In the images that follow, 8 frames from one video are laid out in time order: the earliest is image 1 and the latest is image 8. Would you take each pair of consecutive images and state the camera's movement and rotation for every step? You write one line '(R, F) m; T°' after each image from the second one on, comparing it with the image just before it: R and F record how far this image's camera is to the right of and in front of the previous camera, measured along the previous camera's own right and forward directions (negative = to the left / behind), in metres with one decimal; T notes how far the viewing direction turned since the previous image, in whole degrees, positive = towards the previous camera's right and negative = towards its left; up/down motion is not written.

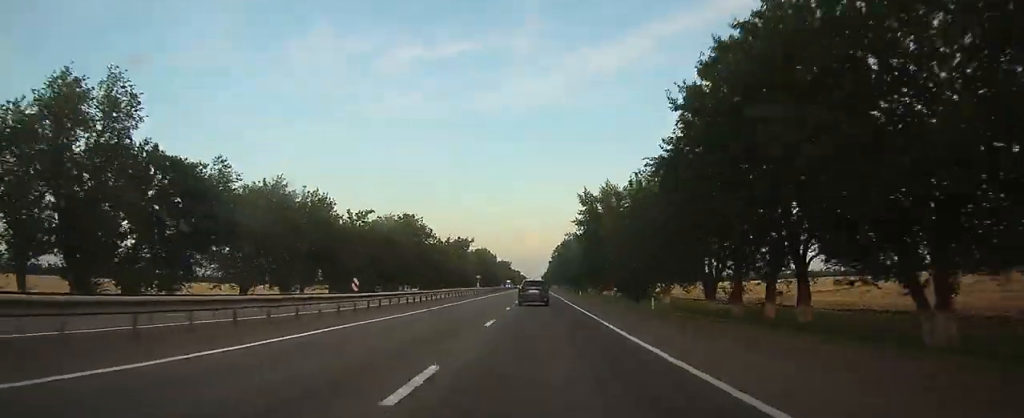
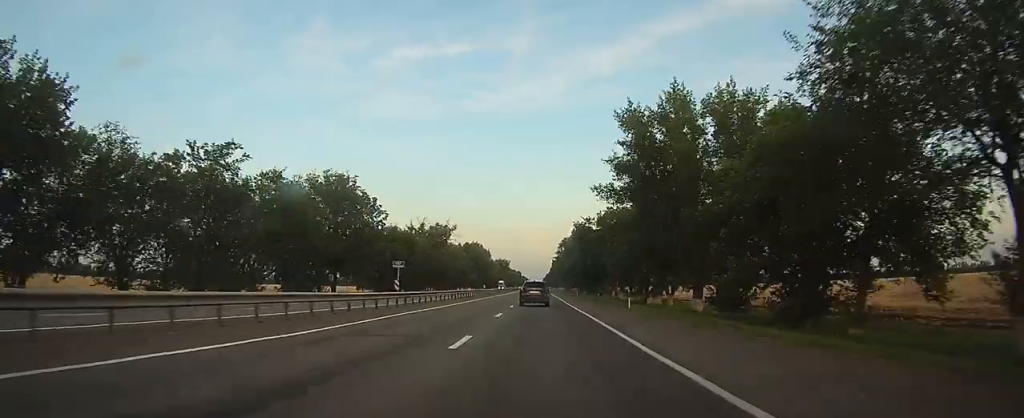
(+0.1, +42.0) m; 0°
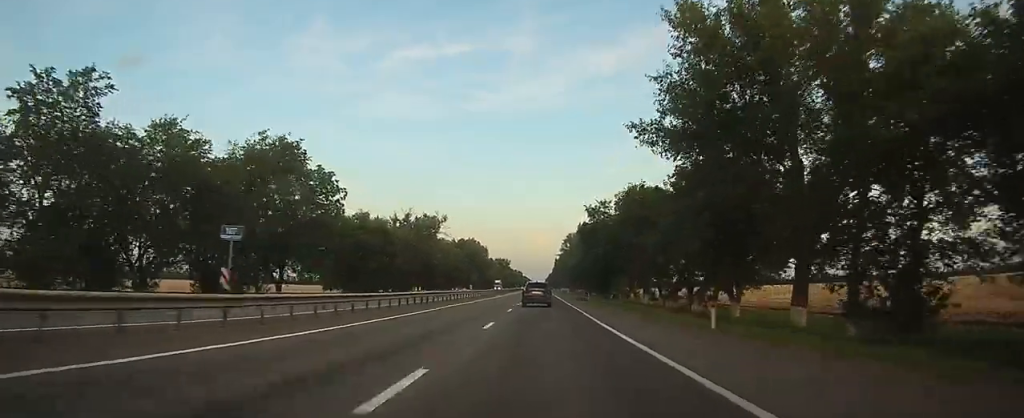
(0.0, +17.7) m; 0°
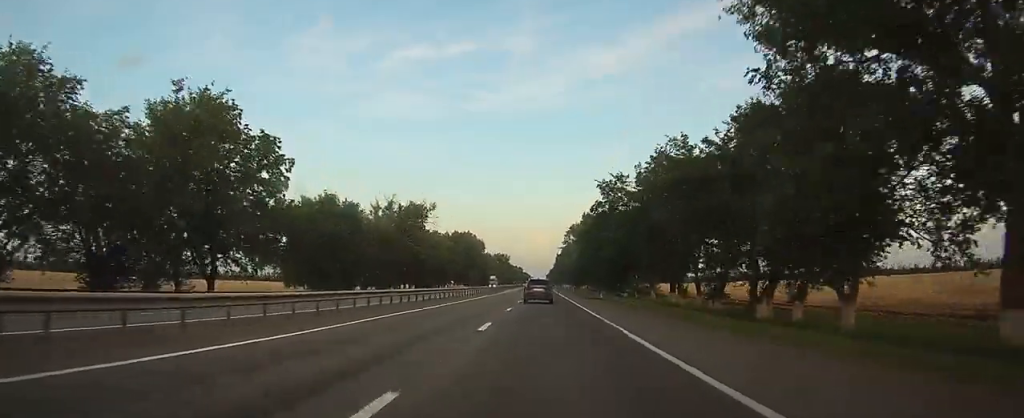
(0.0, +13.8) m; 0°
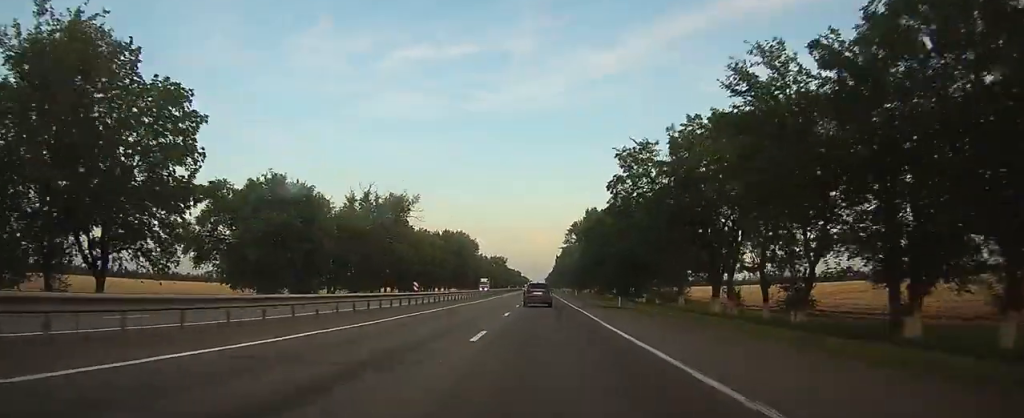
(0.0, +13.8) m; 0°
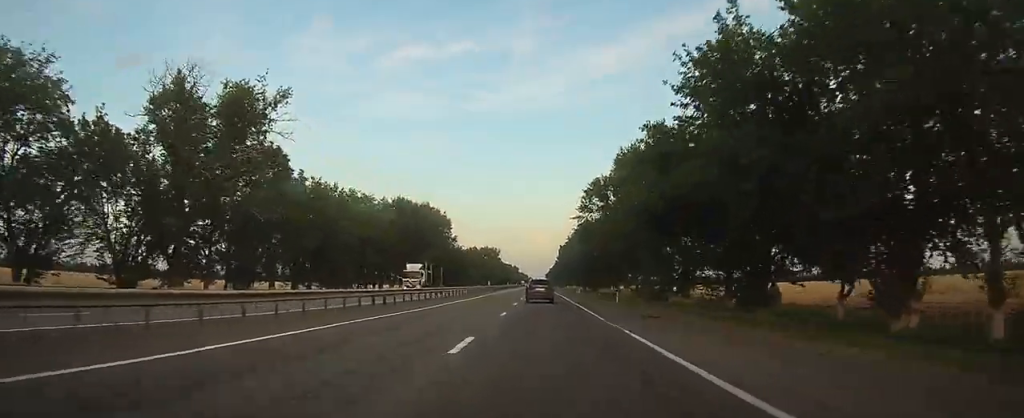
(-0.5, +50.9) m; -1°
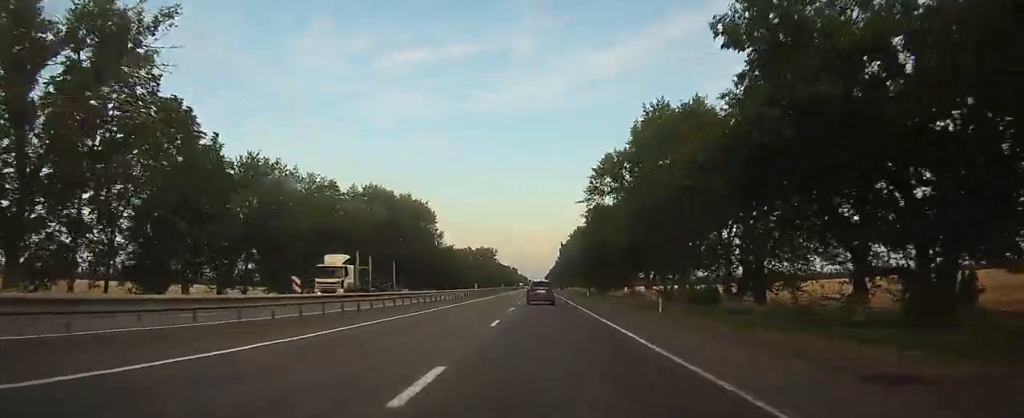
(0.0, +16.0) m; 0°
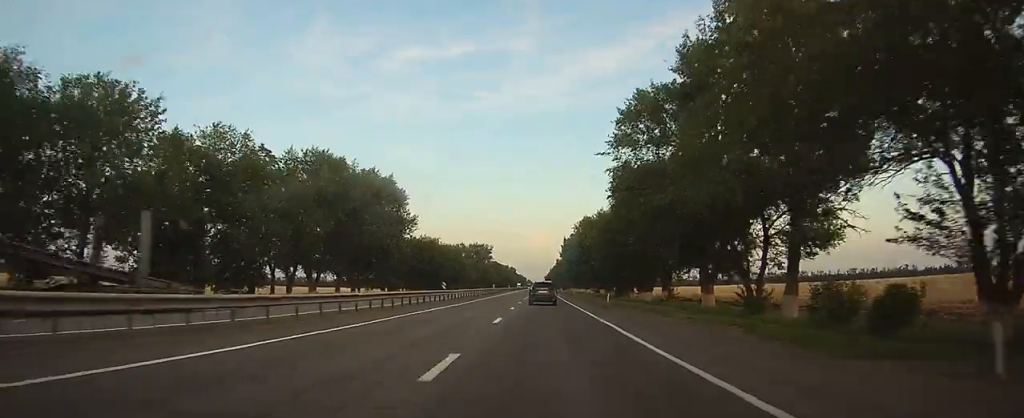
(-0.1, +22.0) m; +1°
